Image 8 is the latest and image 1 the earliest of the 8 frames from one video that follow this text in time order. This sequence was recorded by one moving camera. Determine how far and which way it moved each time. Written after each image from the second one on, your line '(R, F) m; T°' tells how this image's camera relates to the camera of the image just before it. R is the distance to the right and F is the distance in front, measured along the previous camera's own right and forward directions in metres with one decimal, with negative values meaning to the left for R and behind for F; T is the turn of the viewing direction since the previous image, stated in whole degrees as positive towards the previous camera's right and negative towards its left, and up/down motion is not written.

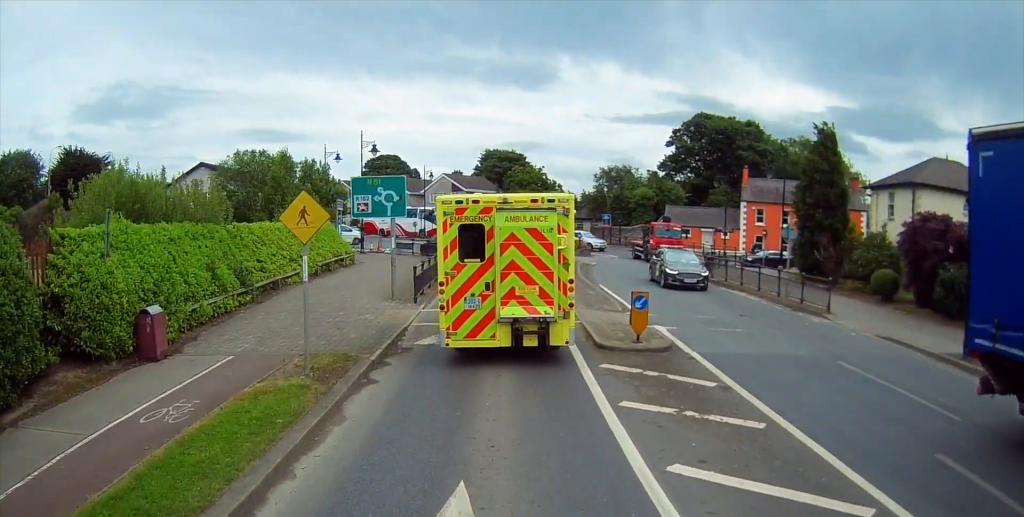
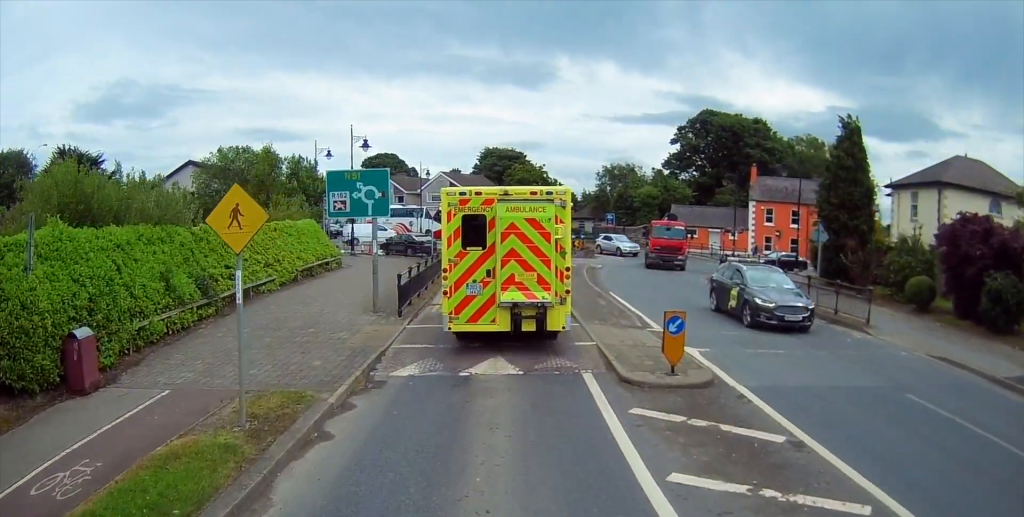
(0.0, +2.9) m; +1°
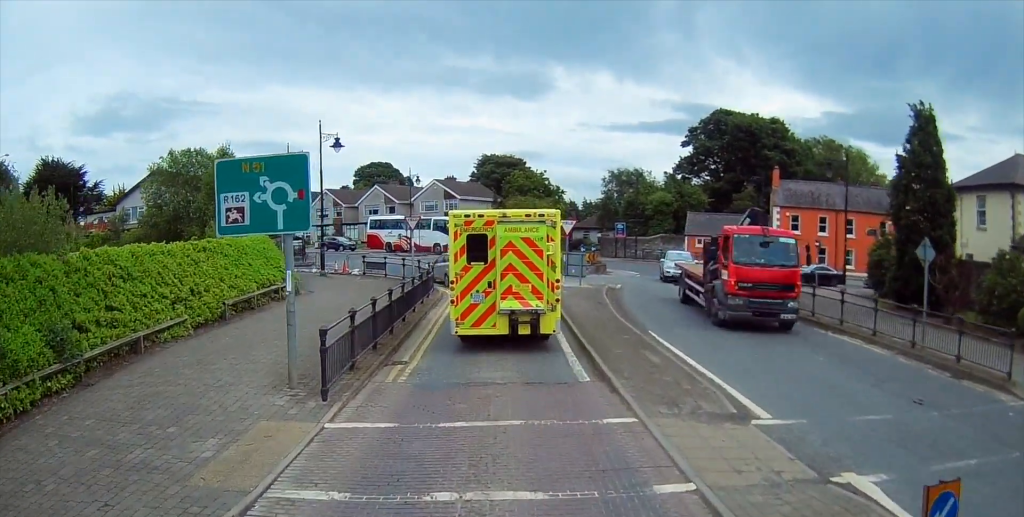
(+0.8, +6.3) m; +7°
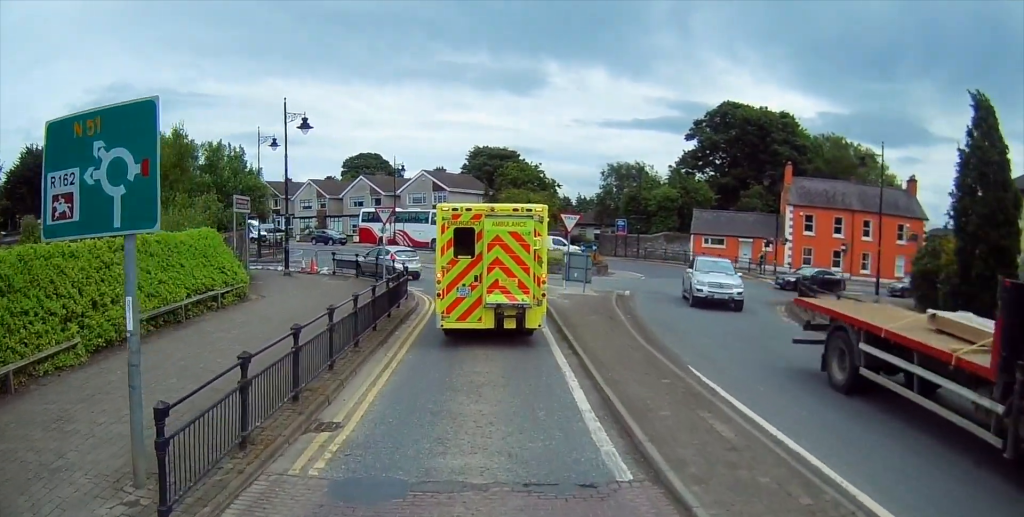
(-0.4, +3.9) m; -7°
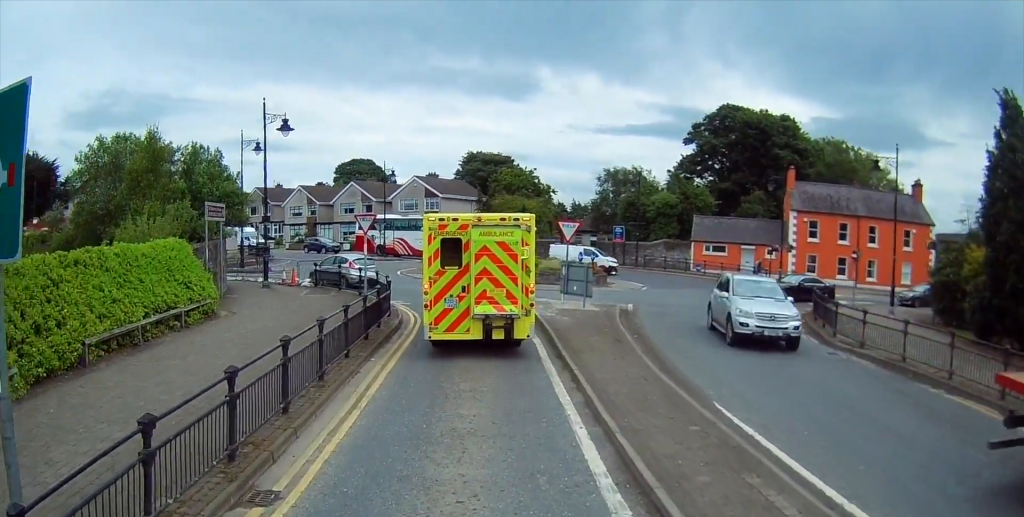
(0.0, +2.0) m; -1°
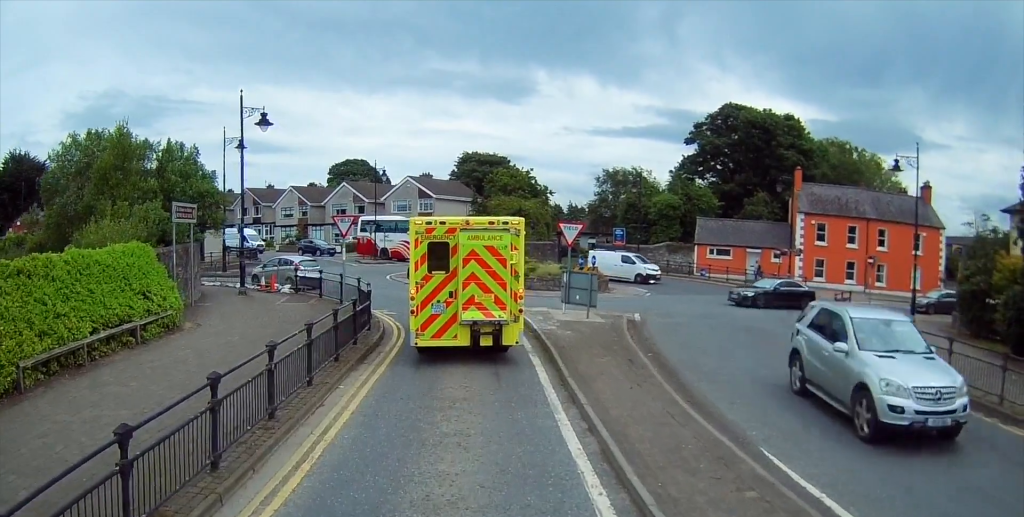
(0.0, +2.3) m; 0°
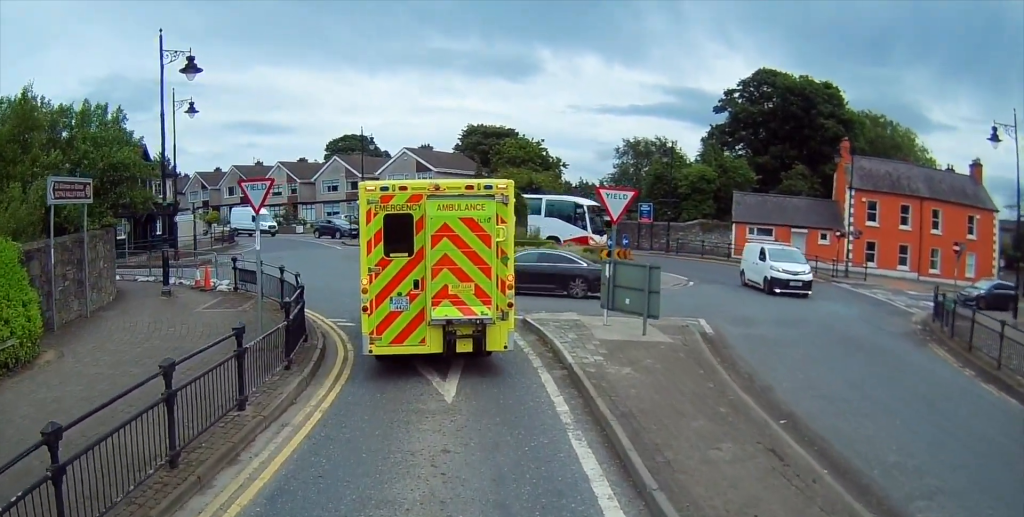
(0.0, +7.3) m; 0°
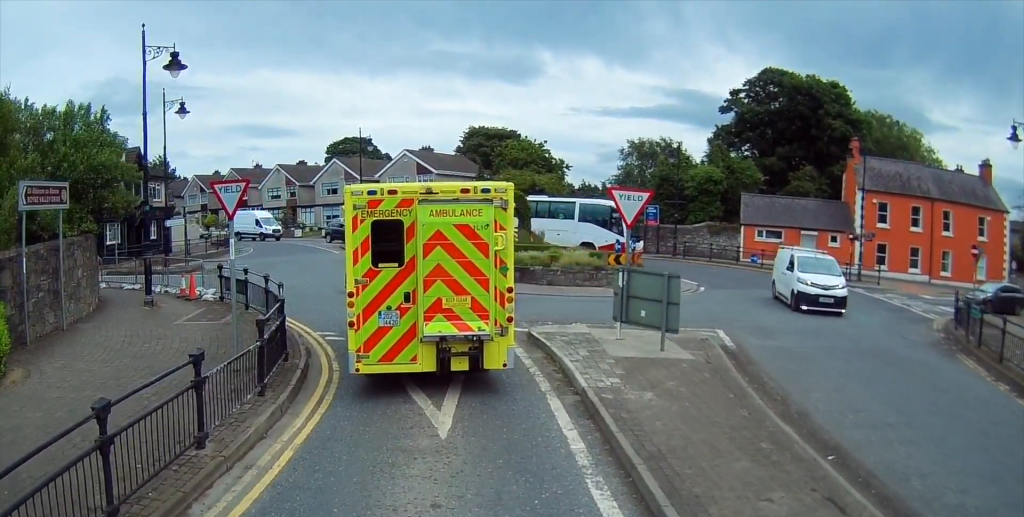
(0.0, +1.4) m; +2°
